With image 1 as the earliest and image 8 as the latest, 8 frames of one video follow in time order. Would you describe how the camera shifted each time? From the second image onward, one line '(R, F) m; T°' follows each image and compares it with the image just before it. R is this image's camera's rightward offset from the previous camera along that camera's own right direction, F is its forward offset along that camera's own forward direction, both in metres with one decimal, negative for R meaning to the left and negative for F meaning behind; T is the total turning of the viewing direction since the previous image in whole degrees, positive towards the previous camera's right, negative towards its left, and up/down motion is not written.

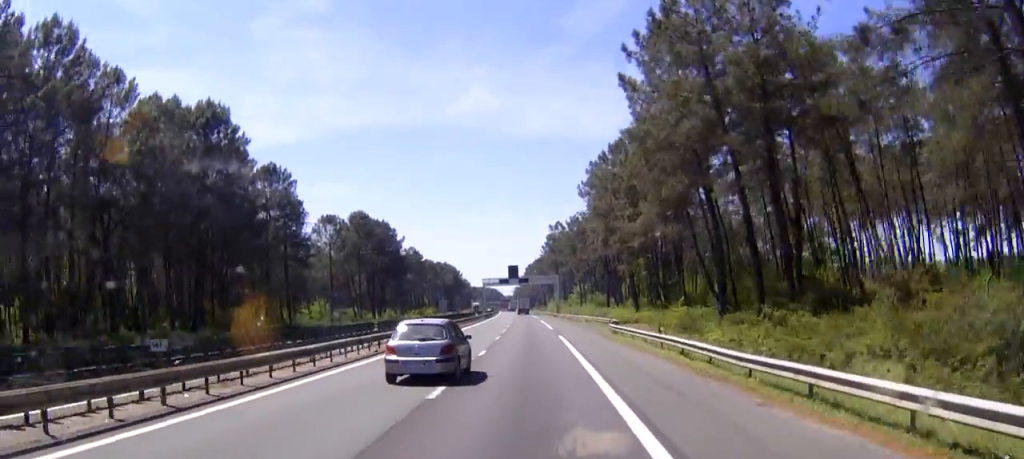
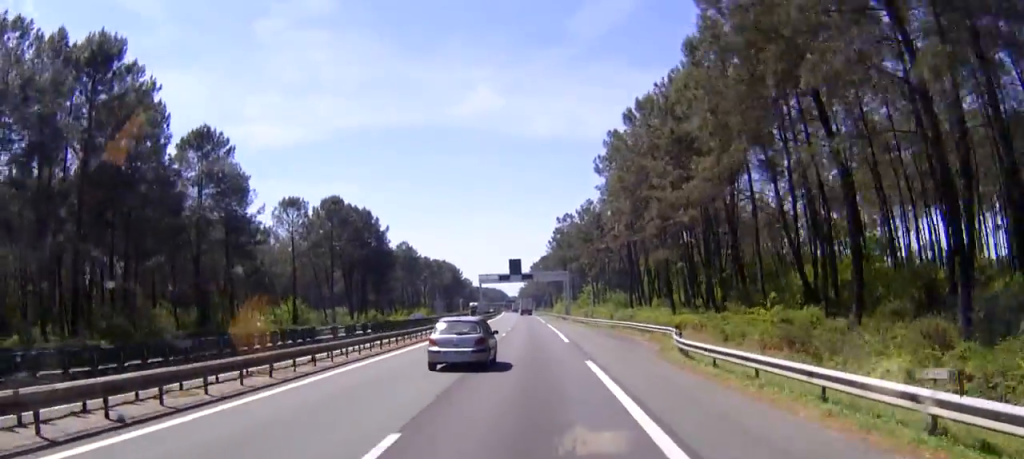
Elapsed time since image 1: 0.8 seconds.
(+0.1, +20.5) m; 0°
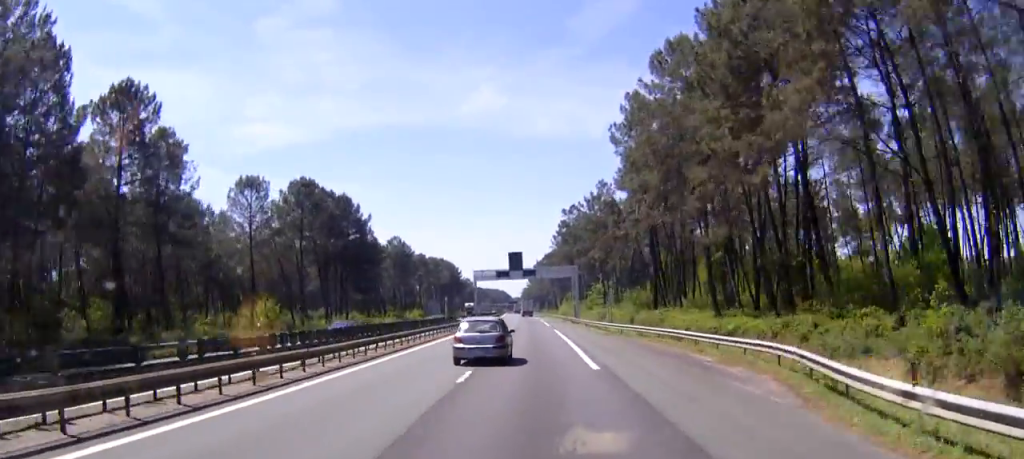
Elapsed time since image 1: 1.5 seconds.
(+0.1, +15.5) m; -1°
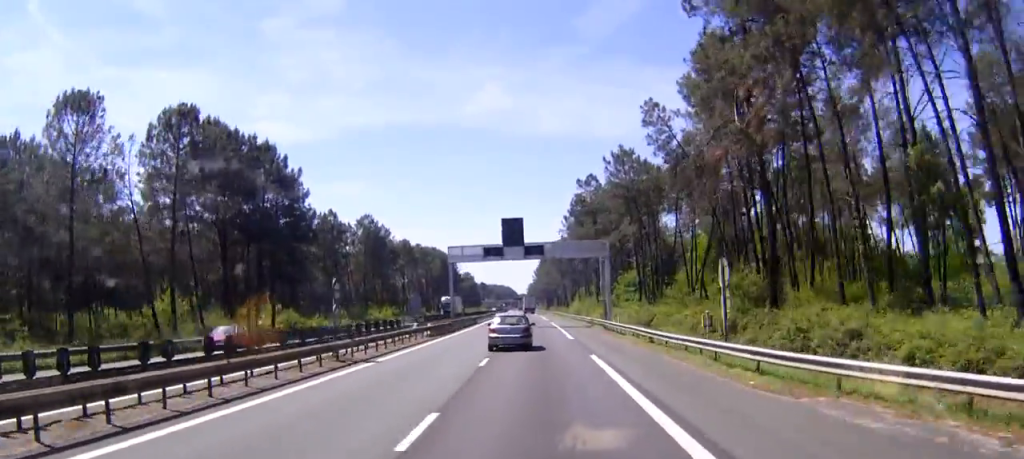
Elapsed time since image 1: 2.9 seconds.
(-0.6, +34.9) m; -1°
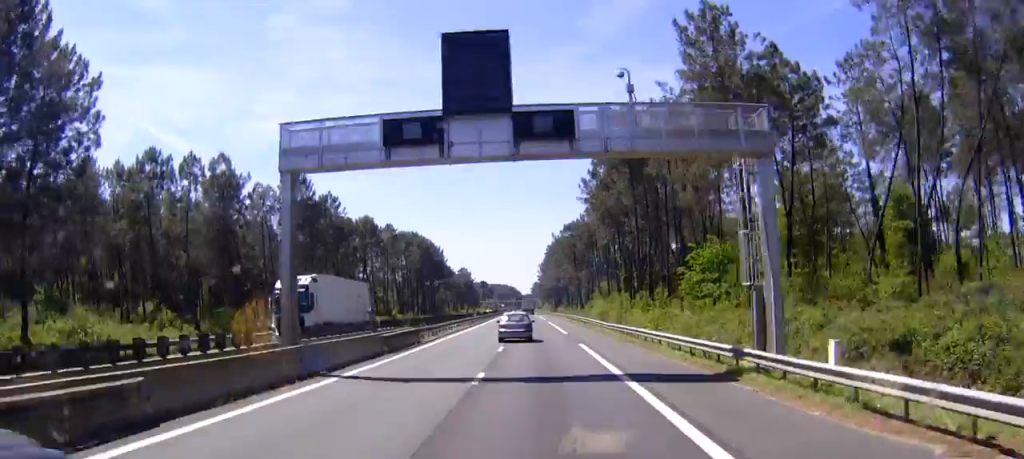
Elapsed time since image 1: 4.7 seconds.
(0.0, +43.4) m; 0°
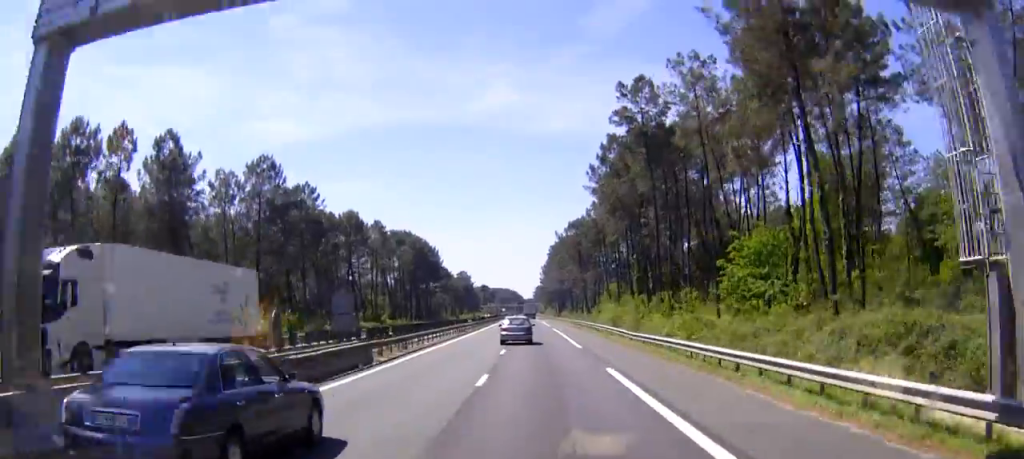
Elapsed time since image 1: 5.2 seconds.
(0.0, +12.2) m; 0°
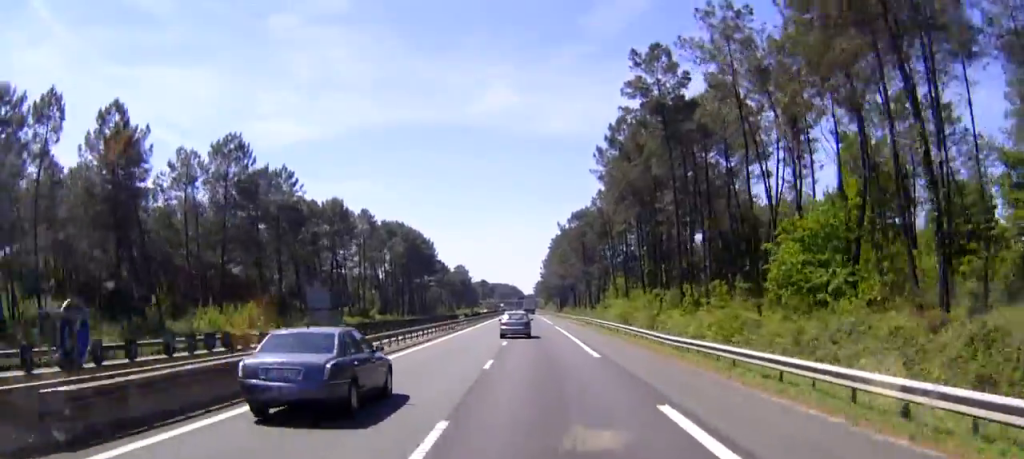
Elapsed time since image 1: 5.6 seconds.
(0.0, +9.7) m; 0°
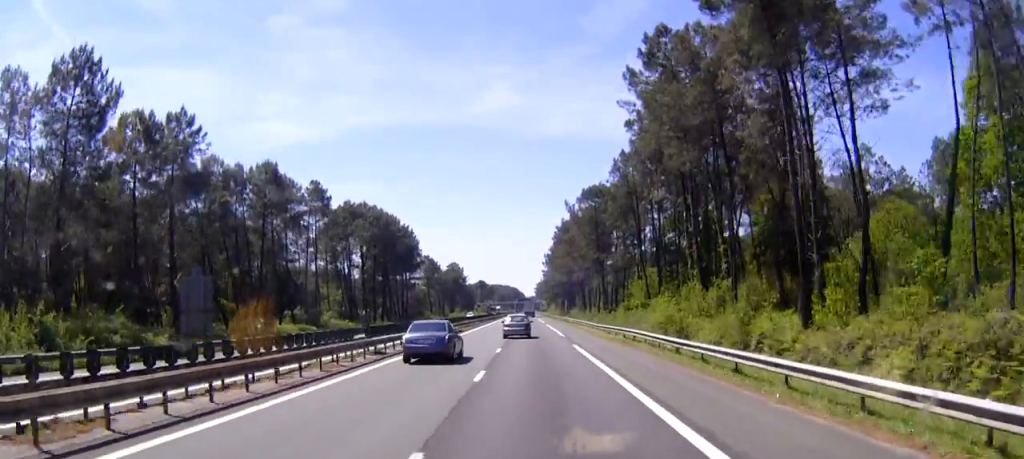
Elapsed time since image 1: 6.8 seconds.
(0.0, +28.5) m; 0°
